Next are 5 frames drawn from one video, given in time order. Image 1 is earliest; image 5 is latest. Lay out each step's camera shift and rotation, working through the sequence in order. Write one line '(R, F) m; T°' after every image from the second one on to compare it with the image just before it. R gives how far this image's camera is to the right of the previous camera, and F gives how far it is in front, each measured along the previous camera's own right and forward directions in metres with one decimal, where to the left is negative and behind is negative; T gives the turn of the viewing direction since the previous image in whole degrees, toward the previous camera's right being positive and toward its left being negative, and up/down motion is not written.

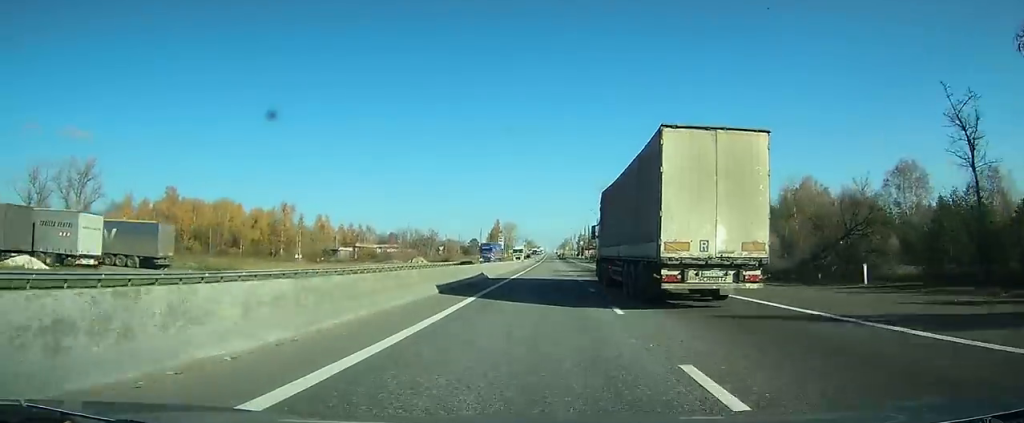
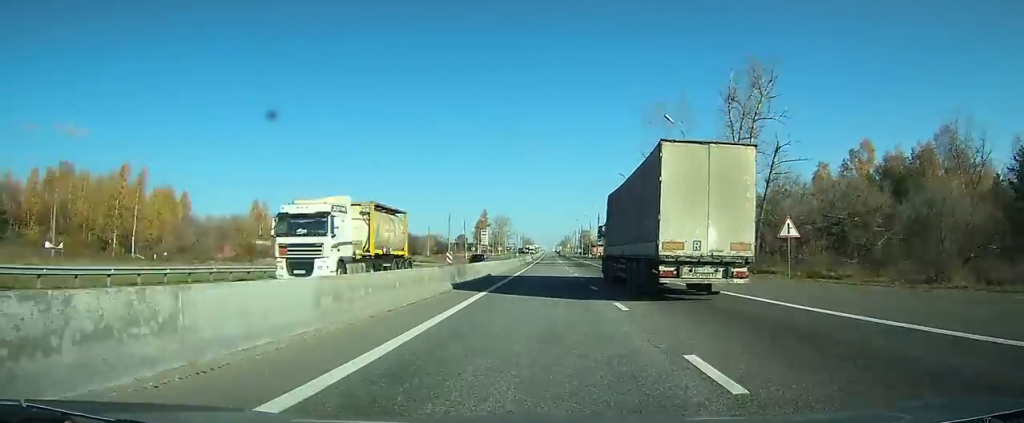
(+0.1, +55.2) m; 0°
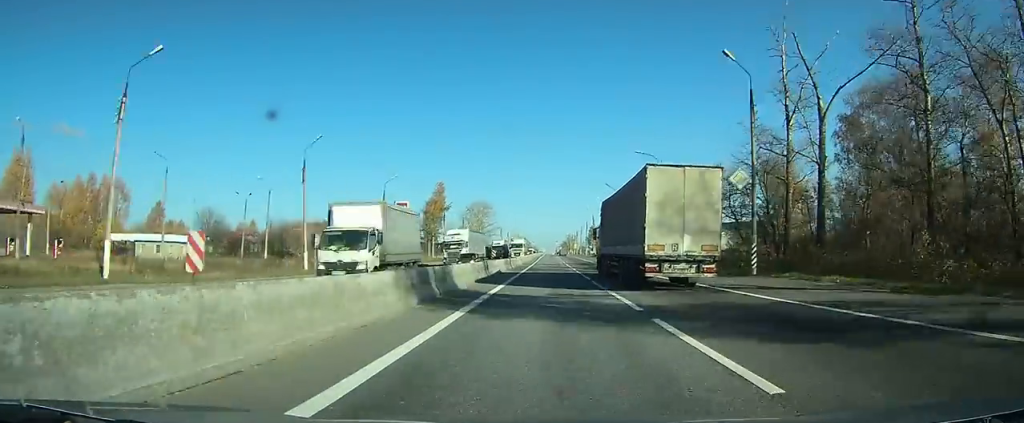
(-0.1, +95.8) m; 0°
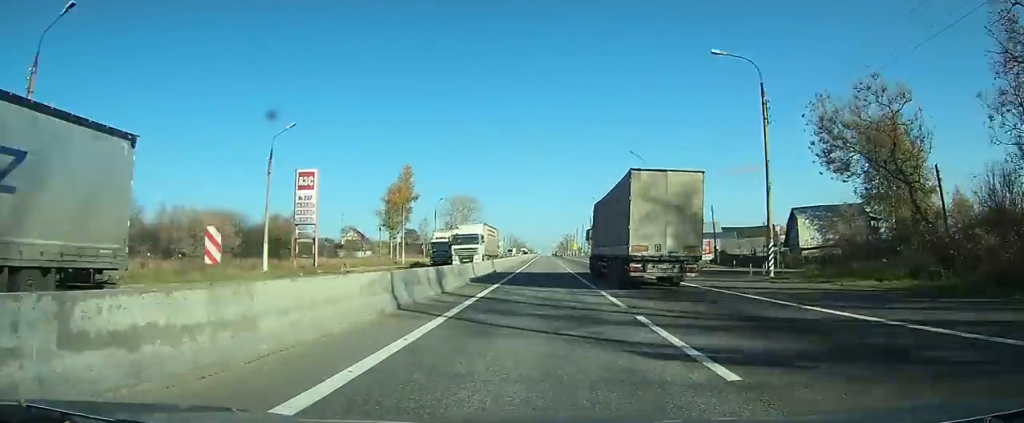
(+0.1, +31.7) m; 0°
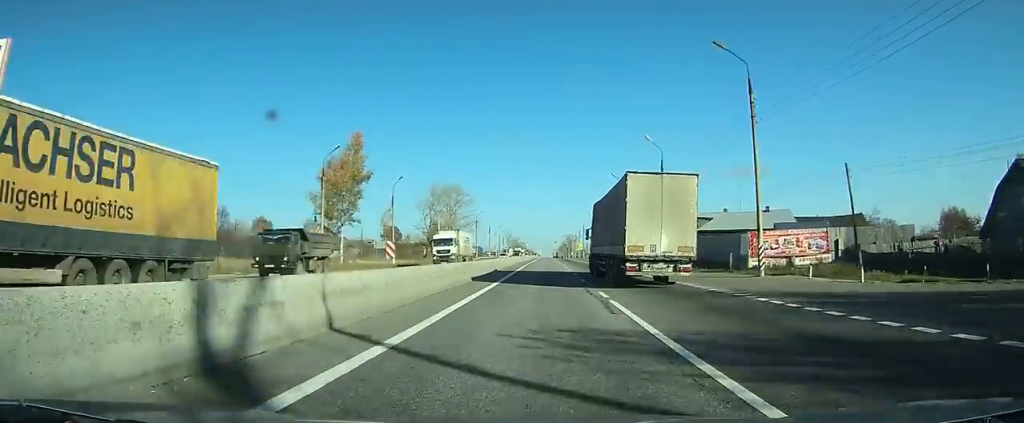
(0.0, +32.9) m; 0°
